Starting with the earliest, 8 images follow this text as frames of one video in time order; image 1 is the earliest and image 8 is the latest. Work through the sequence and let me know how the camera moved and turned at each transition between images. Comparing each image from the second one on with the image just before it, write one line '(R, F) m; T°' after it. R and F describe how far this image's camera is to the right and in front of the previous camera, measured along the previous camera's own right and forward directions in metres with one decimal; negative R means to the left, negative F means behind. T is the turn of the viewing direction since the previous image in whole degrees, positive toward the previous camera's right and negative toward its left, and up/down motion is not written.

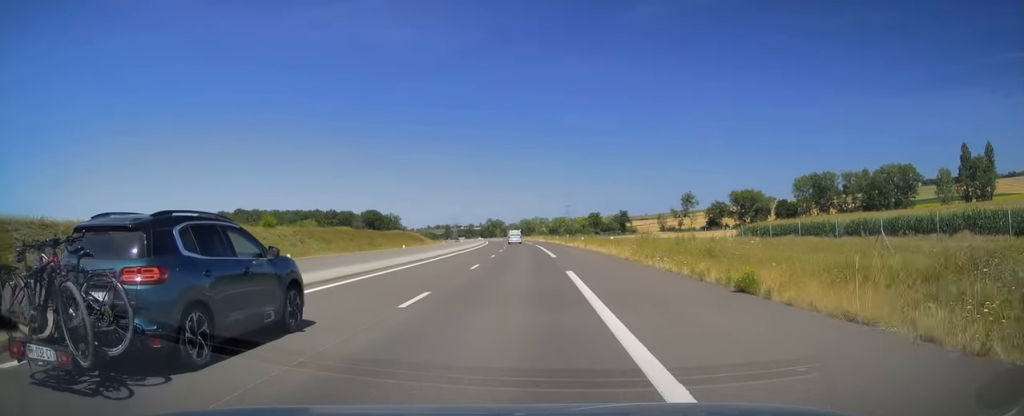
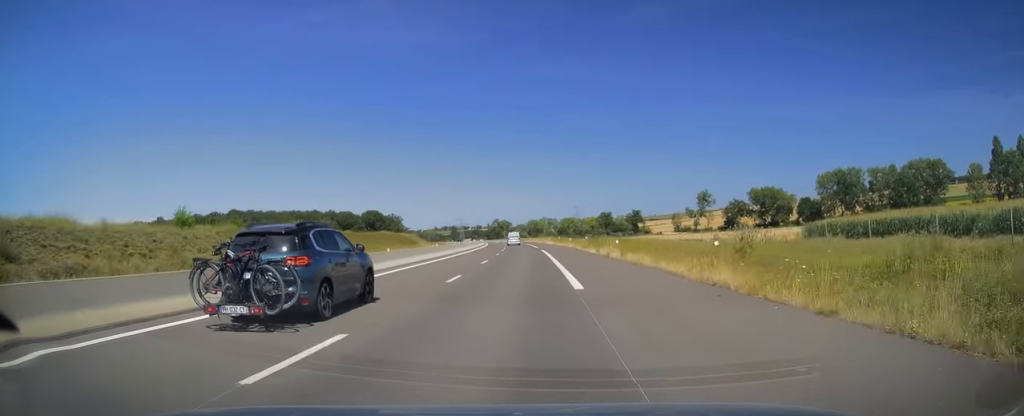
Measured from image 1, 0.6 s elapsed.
(0.0, +19.2) m; -1°
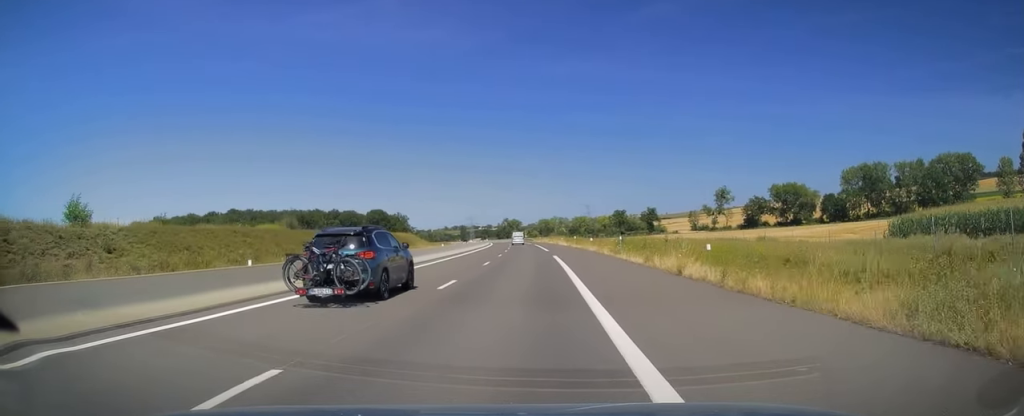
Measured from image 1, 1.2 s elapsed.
(-0.1, +15.2) m; -1°
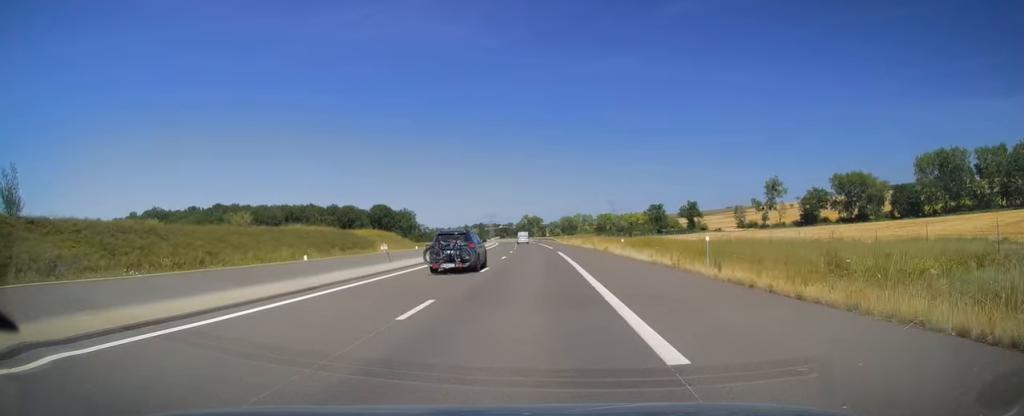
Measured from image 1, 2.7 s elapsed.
(-1.1, +45.2) m; -2°
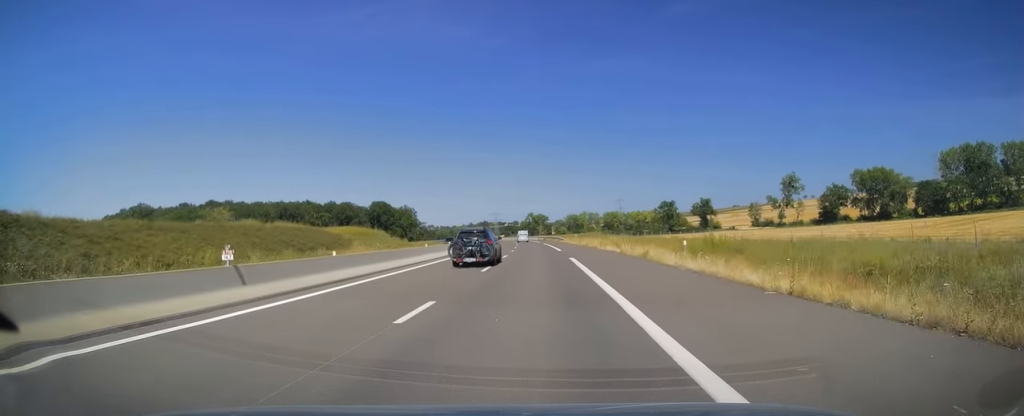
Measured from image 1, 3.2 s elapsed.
(-0.1, +13.8) m; -1°
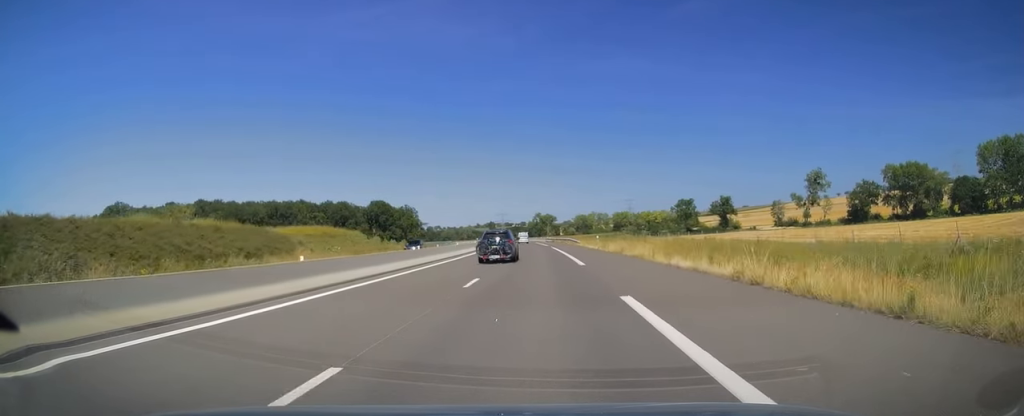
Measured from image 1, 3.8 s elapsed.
(-0.2, +19.2) m; -1°
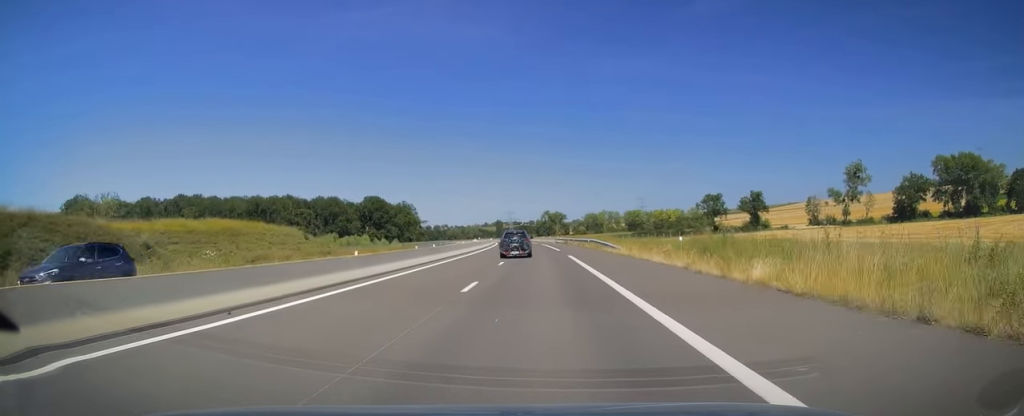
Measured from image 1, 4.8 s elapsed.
(-0.1, +27.5) m; -1°
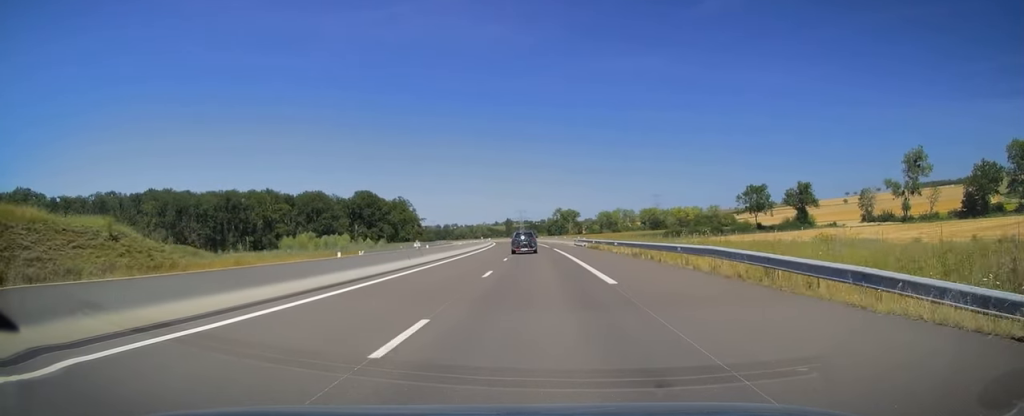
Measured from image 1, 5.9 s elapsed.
(-0.5, +33.9) m; -1°
